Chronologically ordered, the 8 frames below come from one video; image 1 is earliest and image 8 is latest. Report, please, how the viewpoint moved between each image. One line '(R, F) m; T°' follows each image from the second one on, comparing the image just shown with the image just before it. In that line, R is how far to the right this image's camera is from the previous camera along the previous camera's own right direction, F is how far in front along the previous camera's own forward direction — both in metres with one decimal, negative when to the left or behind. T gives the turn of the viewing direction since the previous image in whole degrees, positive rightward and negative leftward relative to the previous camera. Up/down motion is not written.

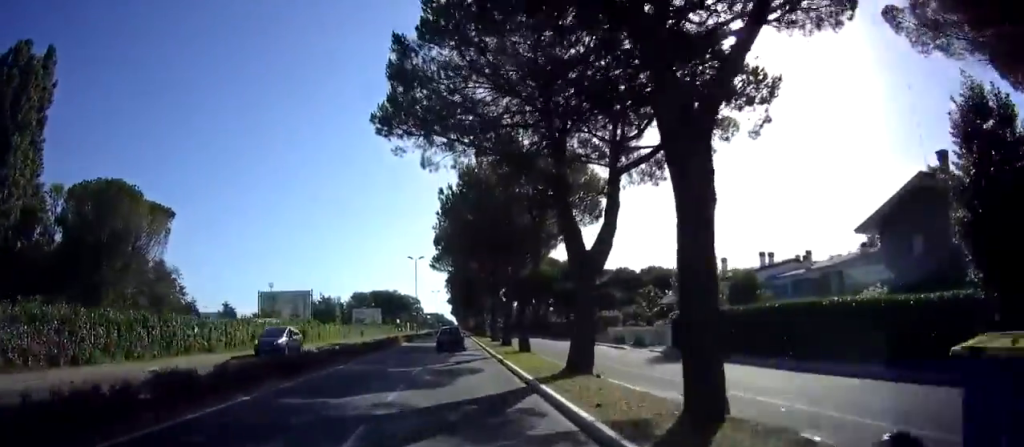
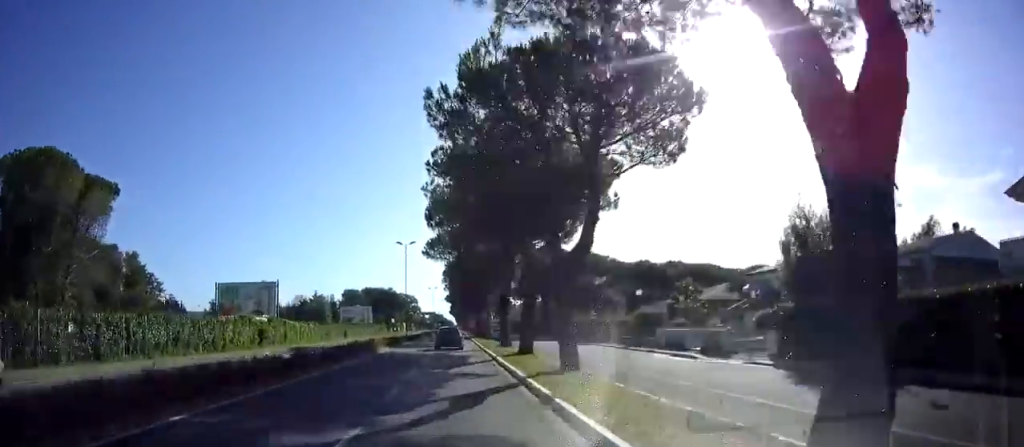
(0.0, +11.0) m; 0°
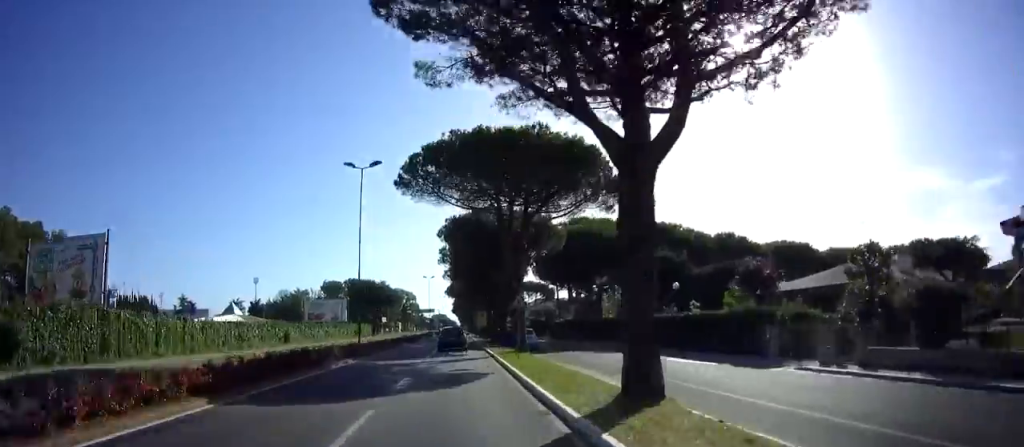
(+0.1, +25.8) m; +1°
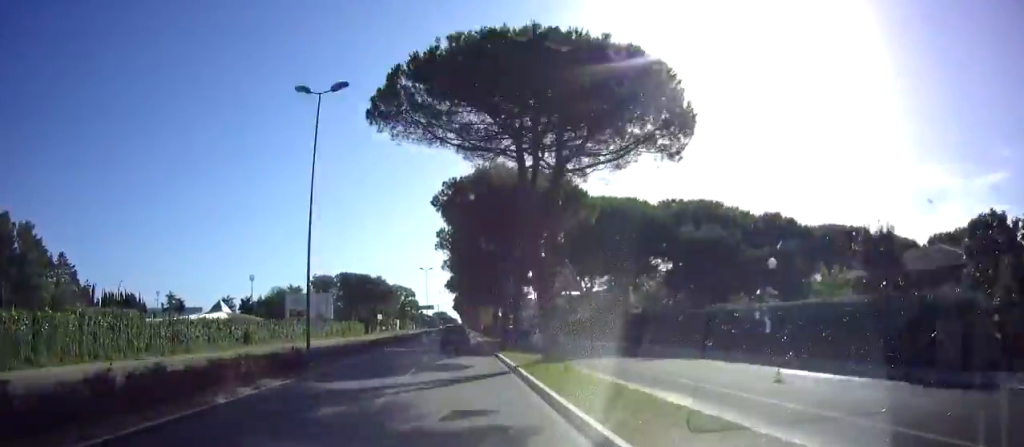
(+0.1, +9.1) m; 0°
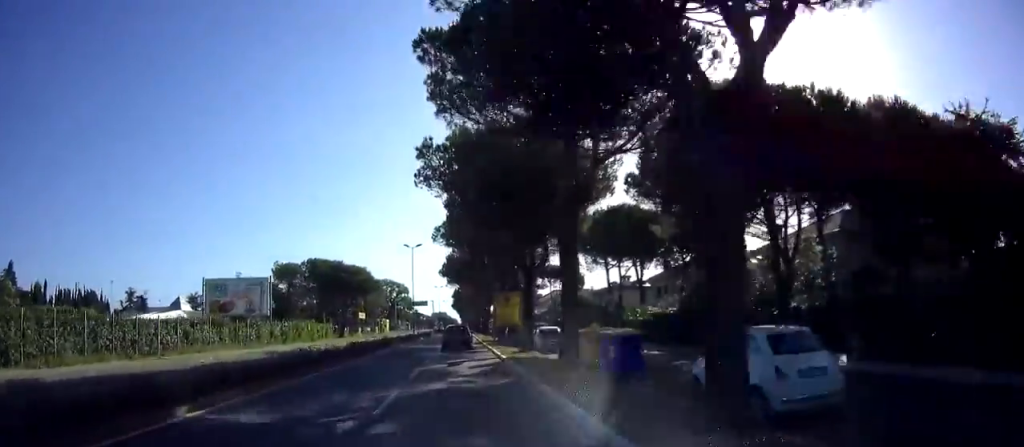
(-0.3, +23.1) m; -2°
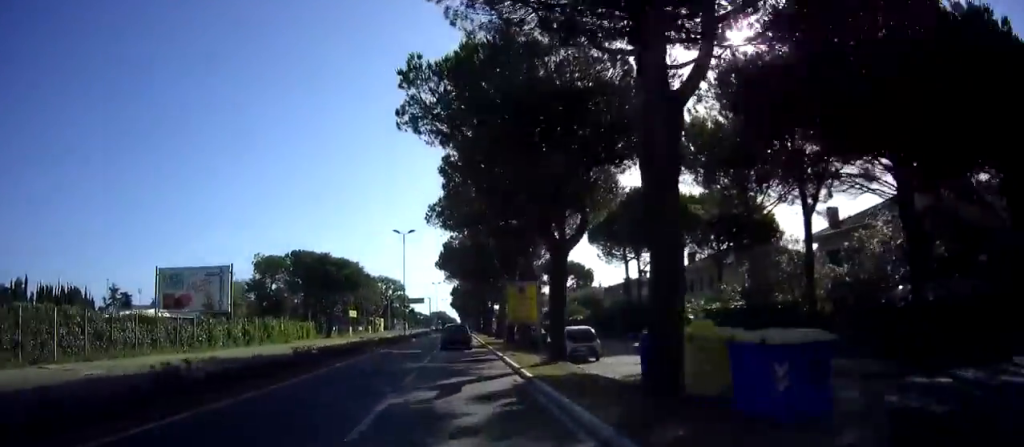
(0.0, +8.6) m; 0°
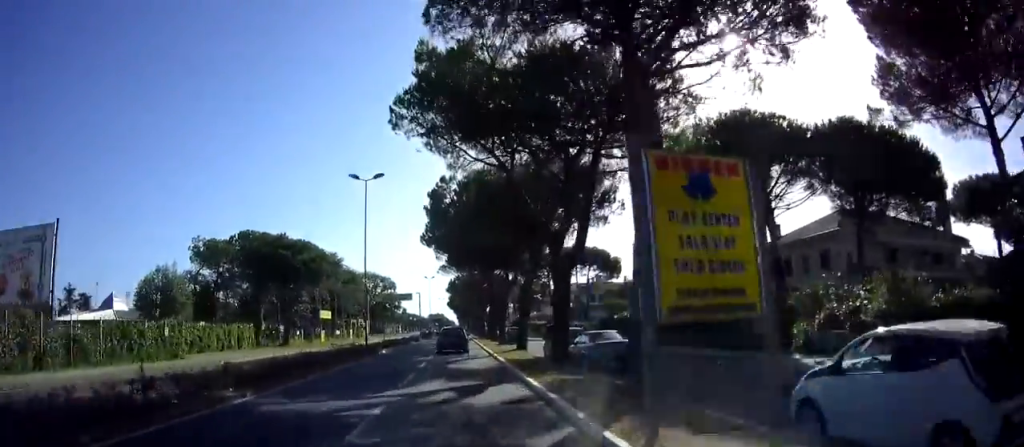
(+0.2, +18.8) m; 0°
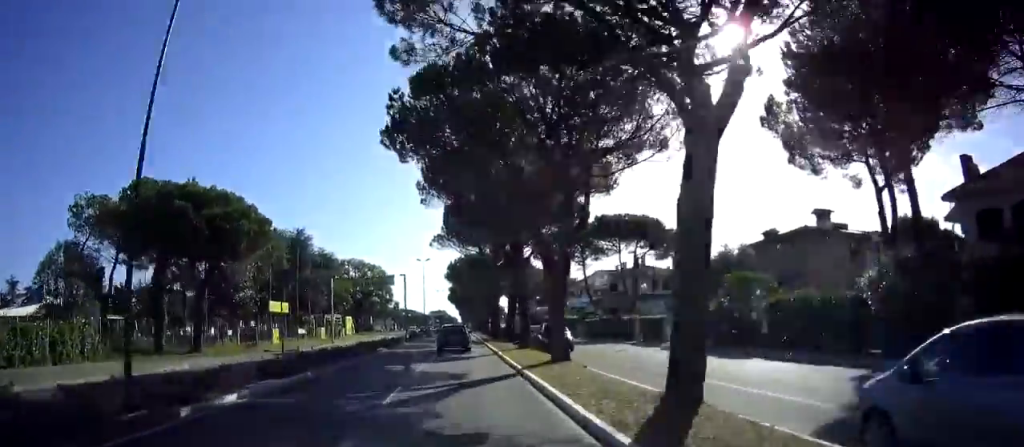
(-0.3, +21.4) m; -1°
